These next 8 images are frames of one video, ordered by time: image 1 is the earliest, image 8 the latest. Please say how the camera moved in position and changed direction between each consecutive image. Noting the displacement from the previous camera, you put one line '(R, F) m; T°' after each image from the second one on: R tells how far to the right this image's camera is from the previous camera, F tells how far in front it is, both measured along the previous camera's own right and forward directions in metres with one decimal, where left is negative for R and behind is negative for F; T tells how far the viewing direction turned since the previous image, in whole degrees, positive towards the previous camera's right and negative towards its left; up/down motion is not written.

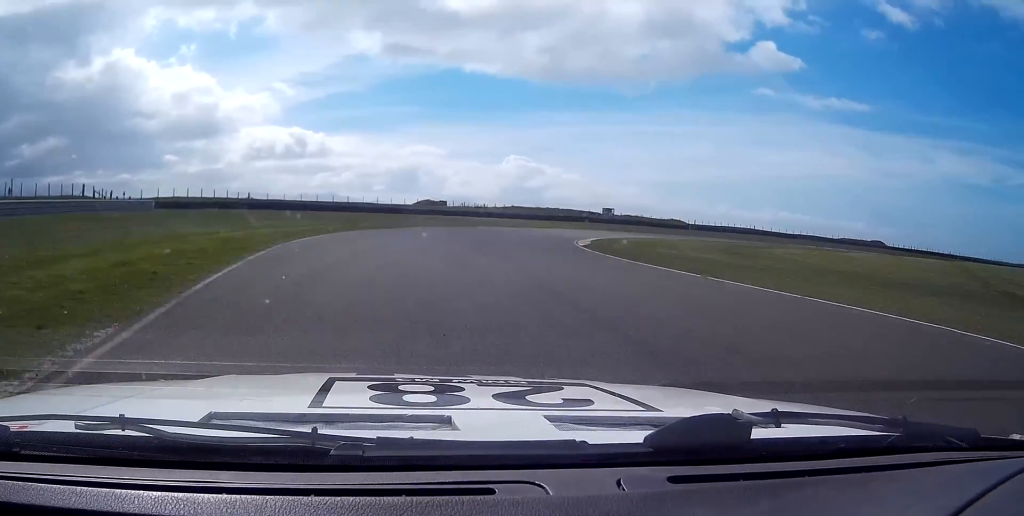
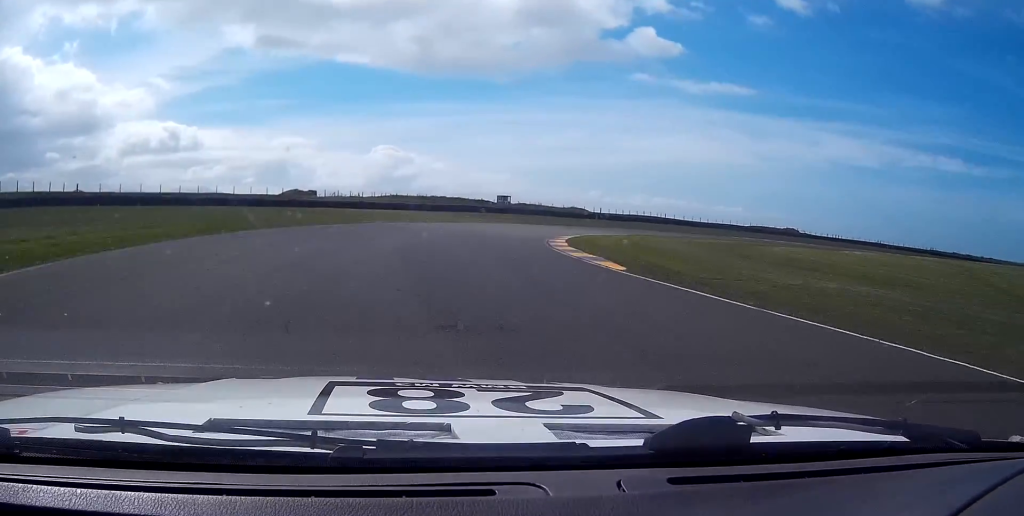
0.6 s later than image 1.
(+1.3, +23.7) m; +8°
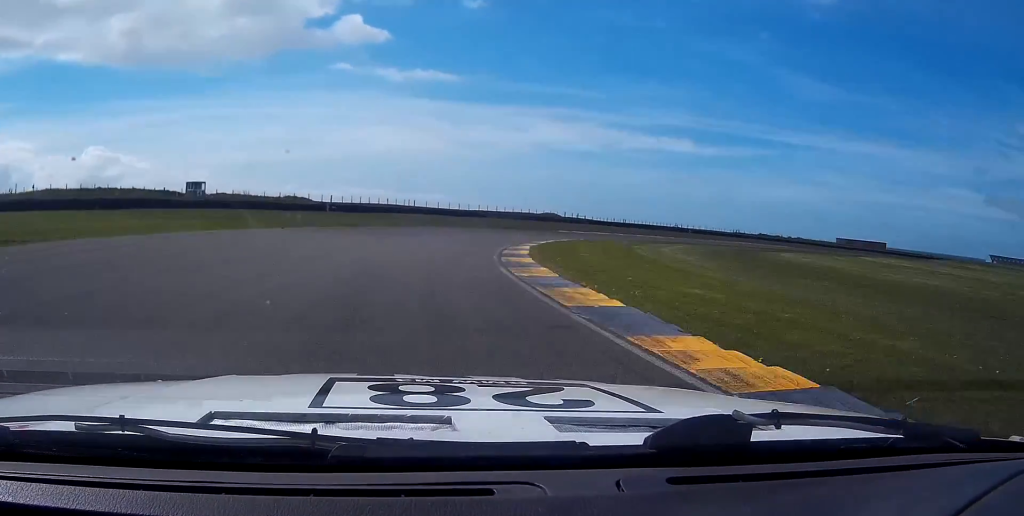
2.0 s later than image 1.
(+8.7, +49.2) m; +22°
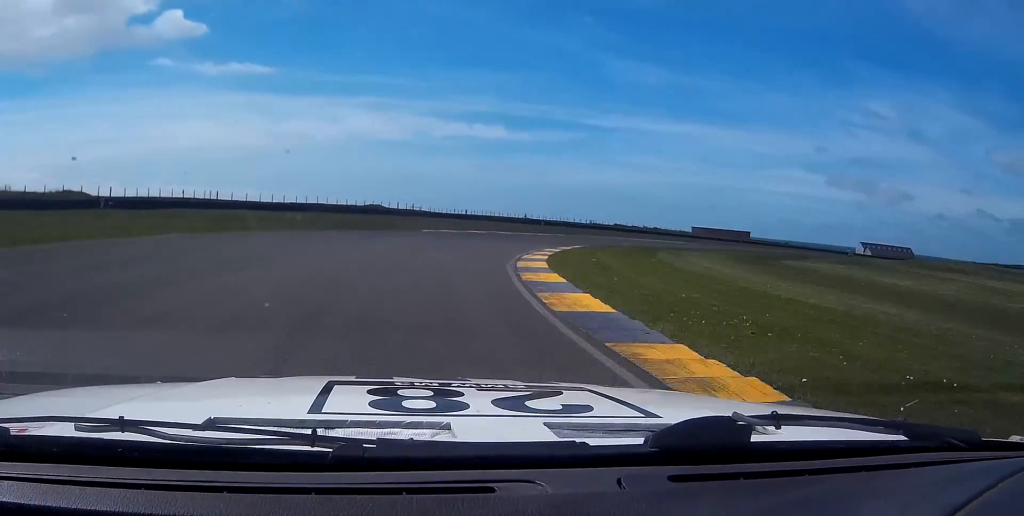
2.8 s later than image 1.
(+3.4, +29.8) m; +15°
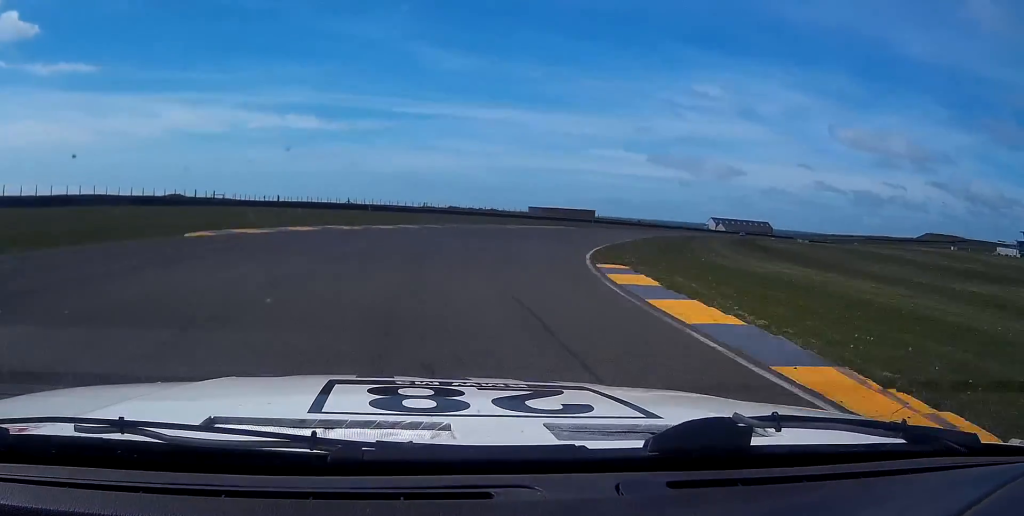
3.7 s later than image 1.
(+4.8, +30.7) m; +15°
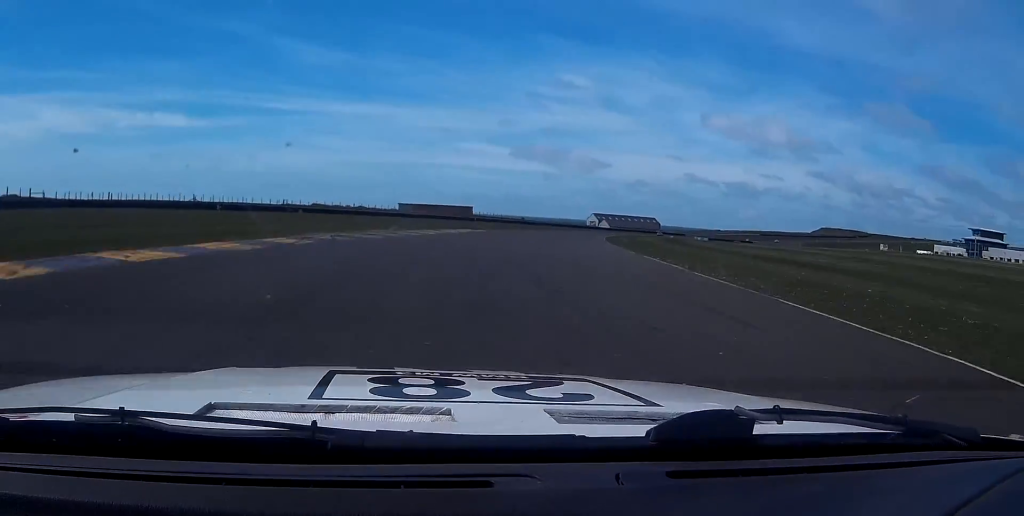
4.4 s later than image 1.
(+3.3, +27.2) m; +10°
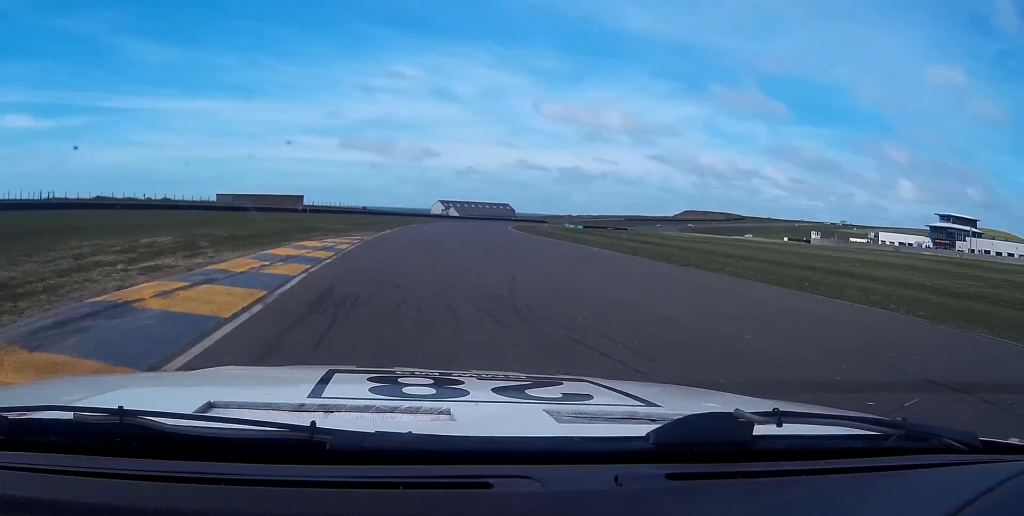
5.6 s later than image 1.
(+6.2, +47.2) m; +13°
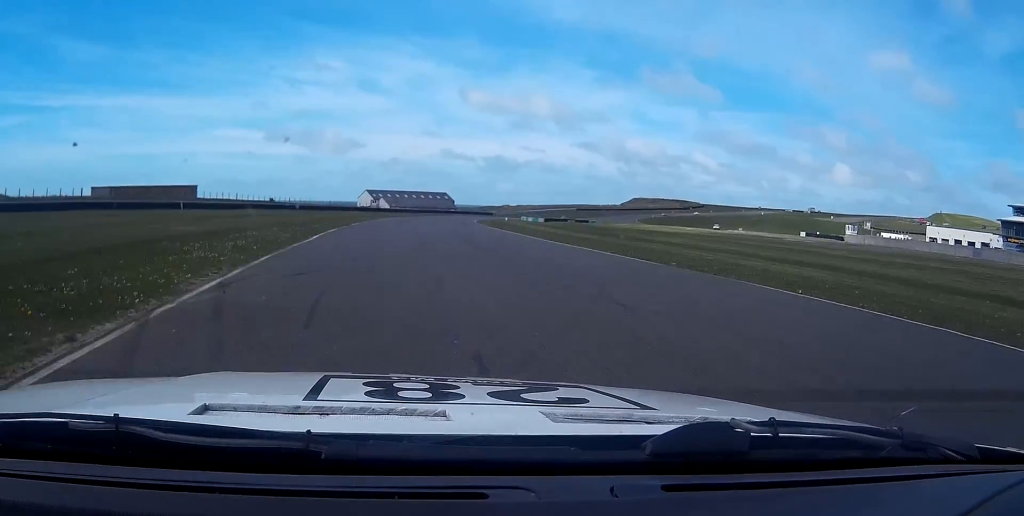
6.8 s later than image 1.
(+3.8, +49.4) m; +6°
